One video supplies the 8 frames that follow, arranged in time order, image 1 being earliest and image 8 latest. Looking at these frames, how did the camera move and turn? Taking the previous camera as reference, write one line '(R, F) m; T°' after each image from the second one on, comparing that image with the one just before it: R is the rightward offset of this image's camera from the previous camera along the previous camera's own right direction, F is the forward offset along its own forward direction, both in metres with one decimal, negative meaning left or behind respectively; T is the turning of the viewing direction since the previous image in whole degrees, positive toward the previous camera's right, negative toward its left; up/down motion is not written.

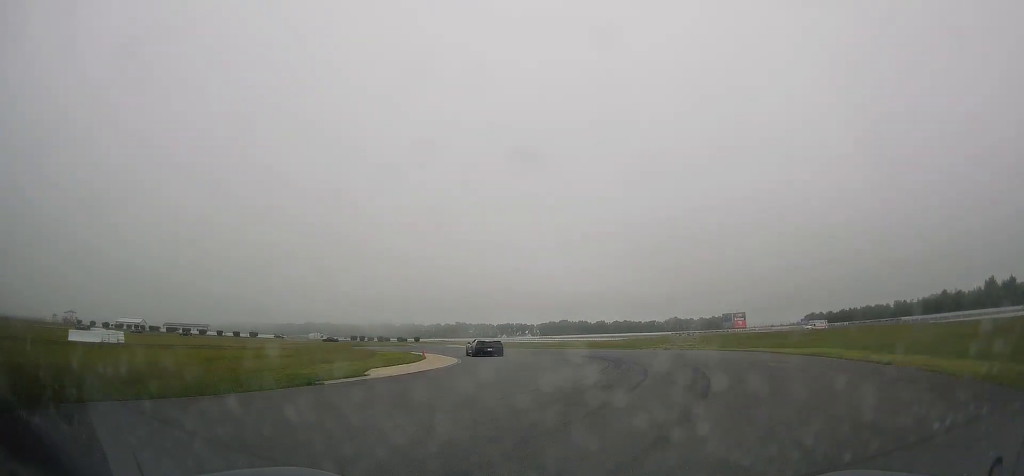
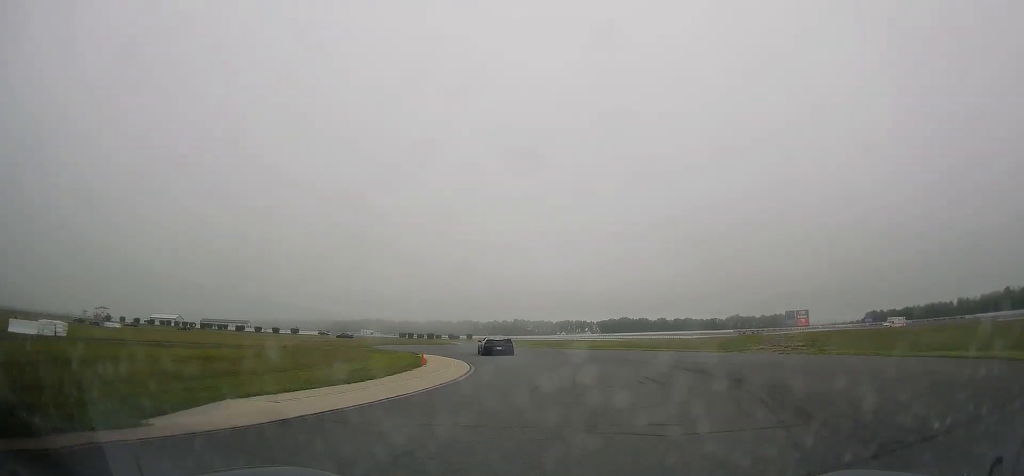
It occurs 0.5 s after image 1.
(-1.2, +12.4) m; -5°
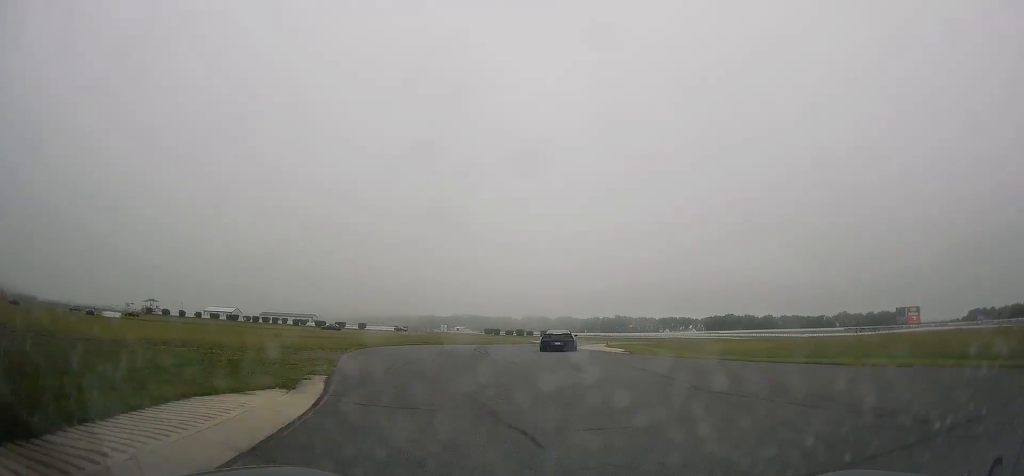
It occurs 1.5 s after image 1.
(-2.7, +27.2) m; -8°
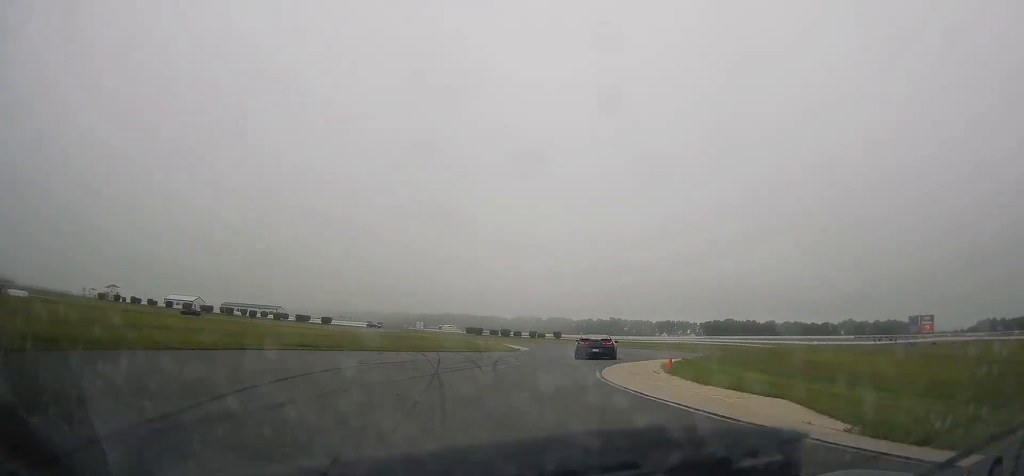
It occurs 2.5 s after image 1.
(-0.7, +24.8) m; -1°
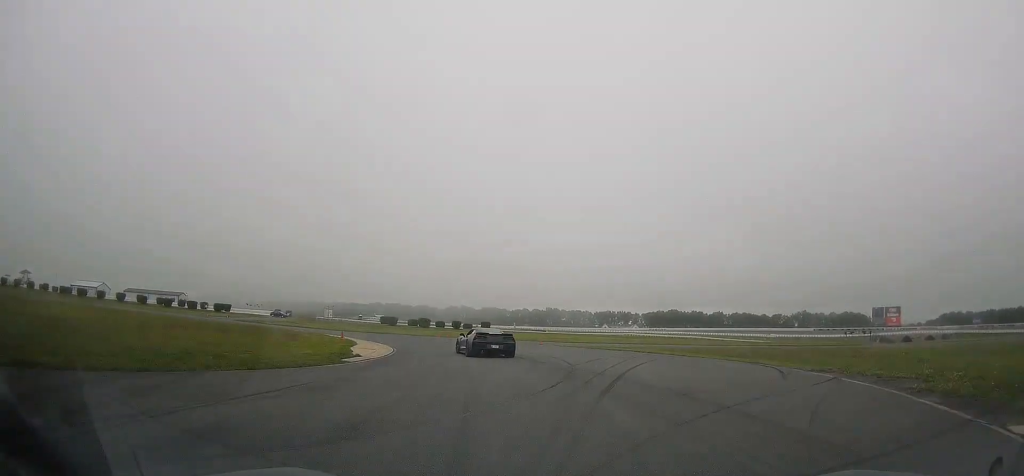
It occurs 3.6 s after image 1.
(+0.4, +26.7) m; -2°
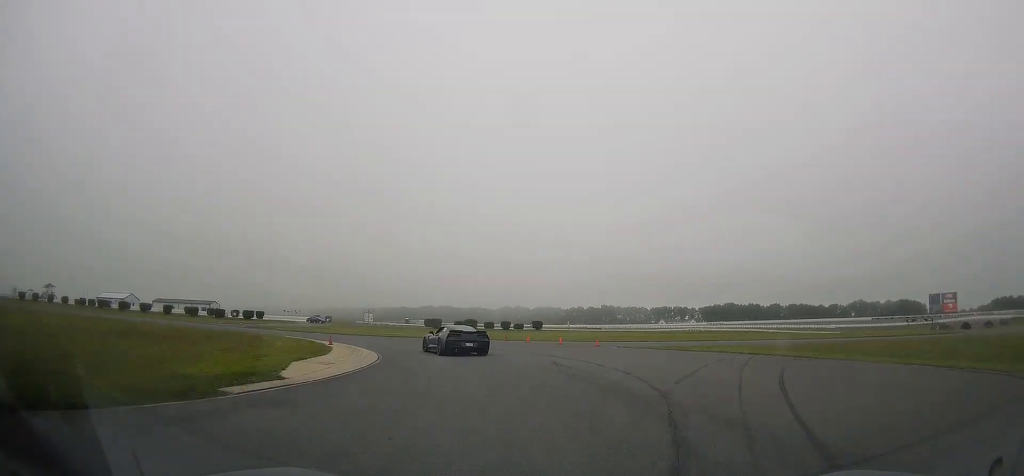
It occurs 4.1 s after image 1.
(0.0, +9.6) m; -5°
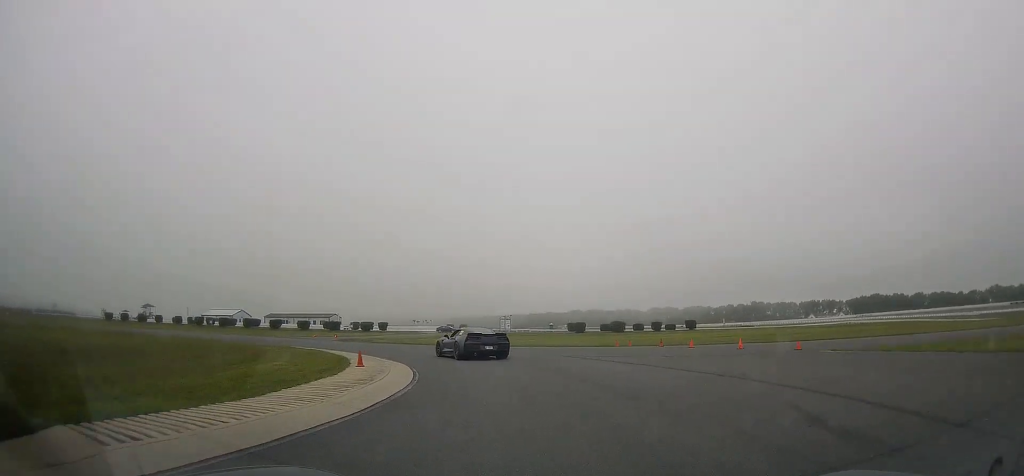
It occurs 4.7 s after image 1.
(-0.4, +11.5) m; -12°
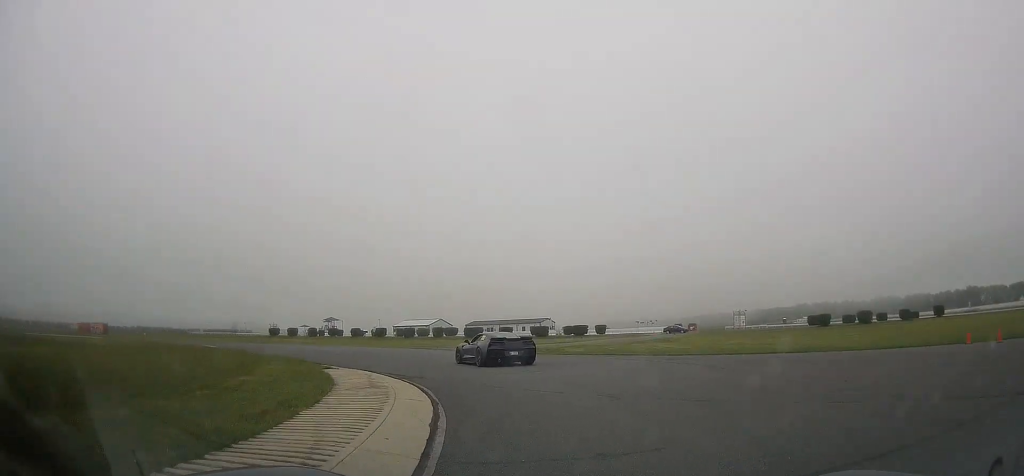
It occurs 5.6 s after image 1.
(-3.1, +16.0) m; -21°
